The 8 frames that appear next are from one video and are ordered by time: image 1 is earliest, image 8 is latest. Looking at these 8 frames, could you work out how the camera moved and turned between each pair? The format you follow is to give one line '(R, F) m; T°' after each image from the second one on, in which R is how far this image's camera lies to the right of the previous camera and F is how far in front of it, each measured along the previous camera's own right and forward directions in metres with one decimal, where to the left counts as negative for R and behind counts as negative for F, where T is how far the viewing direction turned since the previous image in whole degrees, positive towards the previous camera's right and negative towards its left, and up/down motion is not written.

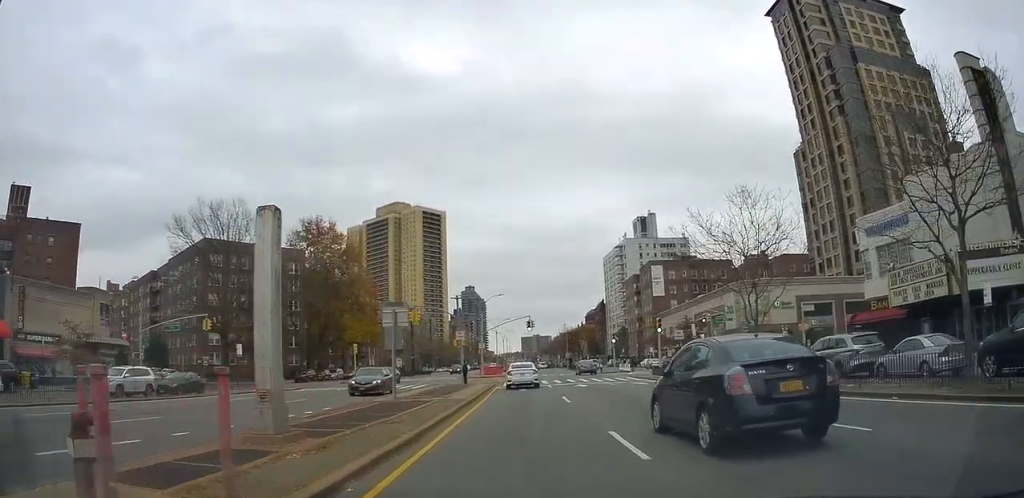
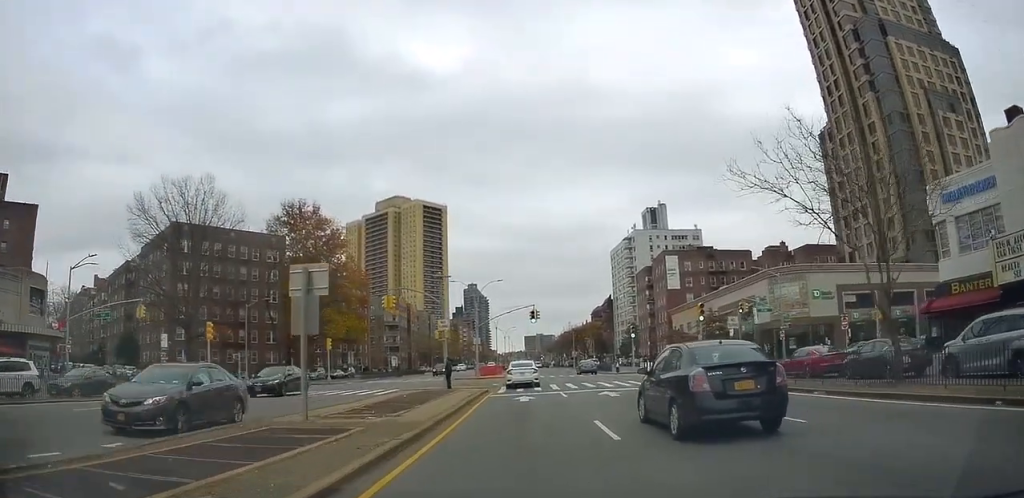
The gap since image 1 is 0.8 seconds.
(+0.2, +10.3) m; 0°
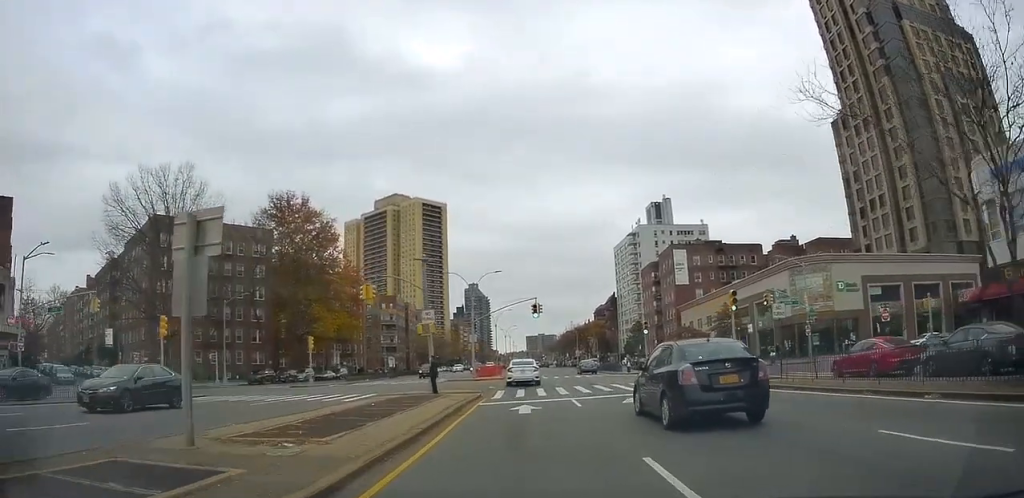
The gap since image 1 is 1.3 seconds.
(-0.1, +5.3) m; 0°
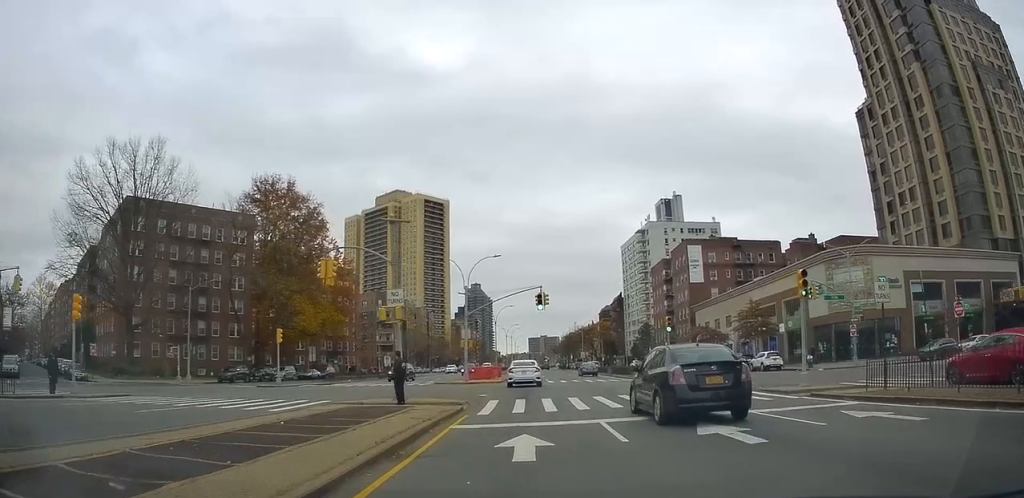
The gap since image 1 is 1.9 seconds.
(-0.2, +7.3) m; +1°
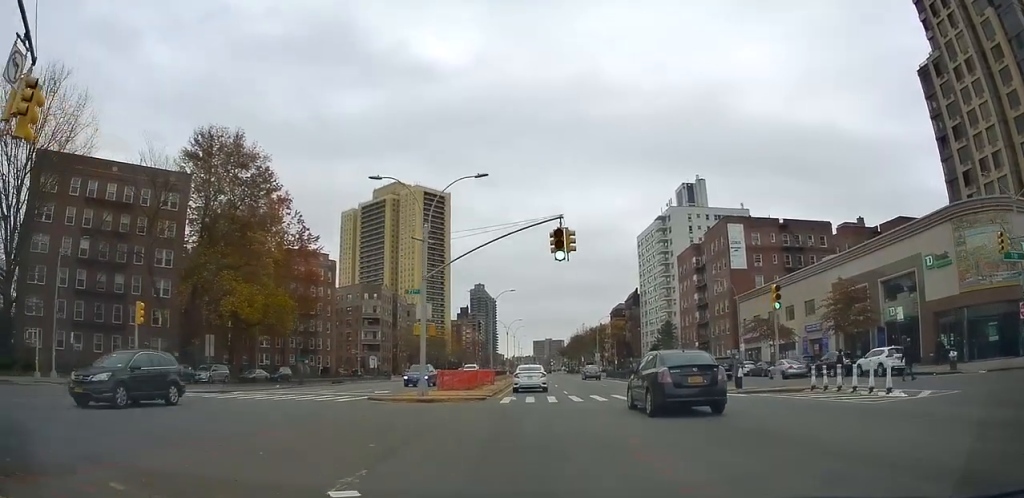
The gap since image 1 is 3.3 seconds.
(+0.4, +17.6) m; 0°
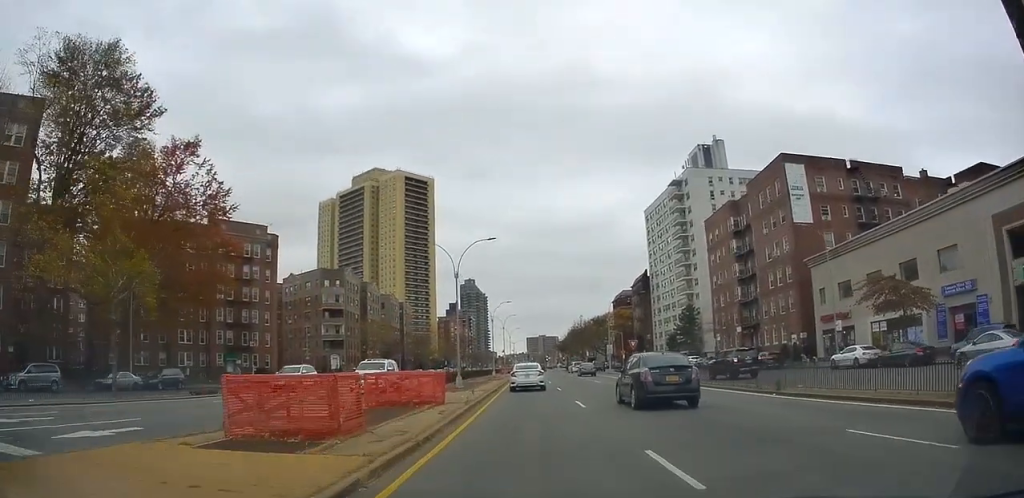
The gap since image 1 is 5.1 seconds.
(-0.7, +22.2) m; -3°
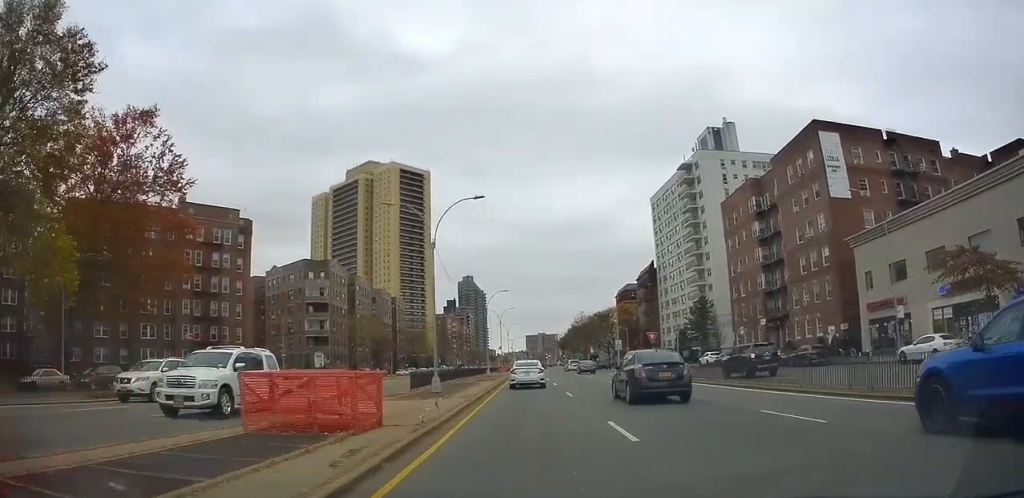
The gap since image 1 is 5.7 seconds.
(-0.1, +8.3) m; 0°
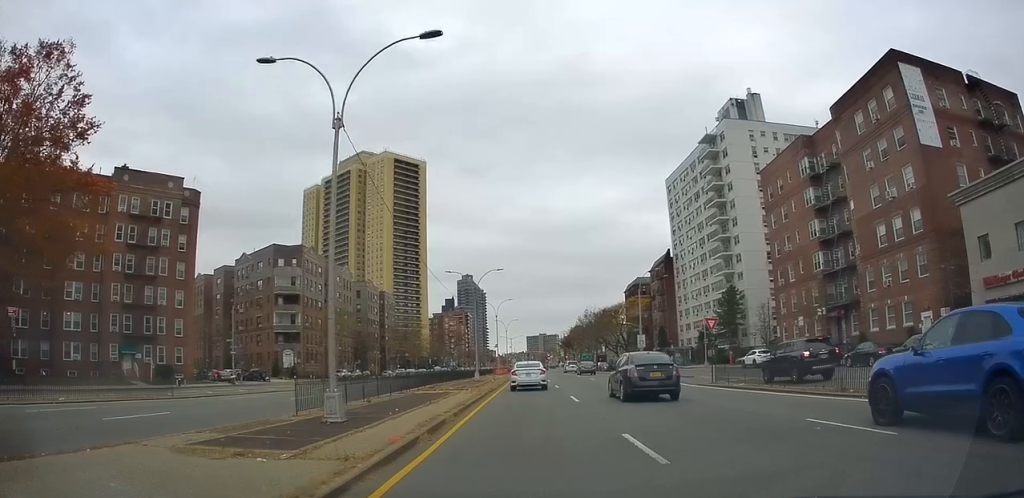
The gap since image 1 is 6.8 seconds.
(+0.1, +14.3) m; 0°
